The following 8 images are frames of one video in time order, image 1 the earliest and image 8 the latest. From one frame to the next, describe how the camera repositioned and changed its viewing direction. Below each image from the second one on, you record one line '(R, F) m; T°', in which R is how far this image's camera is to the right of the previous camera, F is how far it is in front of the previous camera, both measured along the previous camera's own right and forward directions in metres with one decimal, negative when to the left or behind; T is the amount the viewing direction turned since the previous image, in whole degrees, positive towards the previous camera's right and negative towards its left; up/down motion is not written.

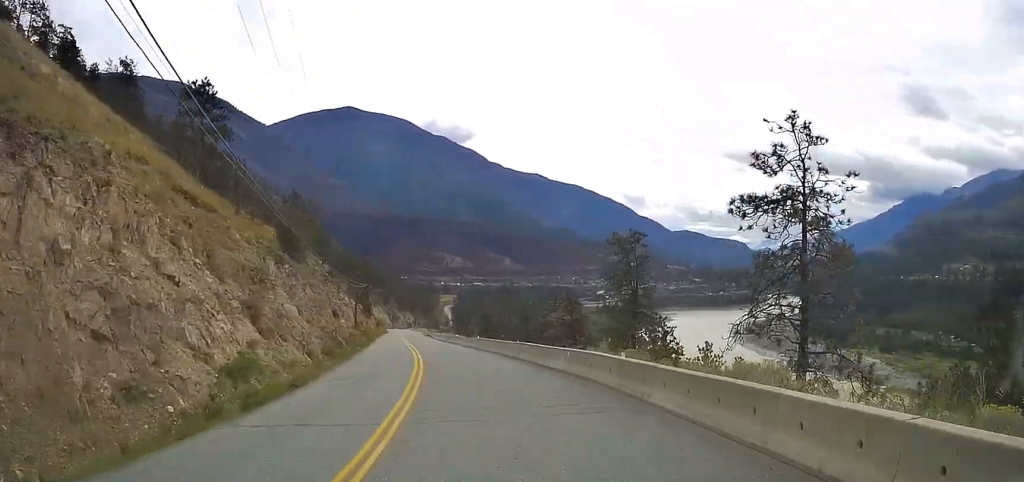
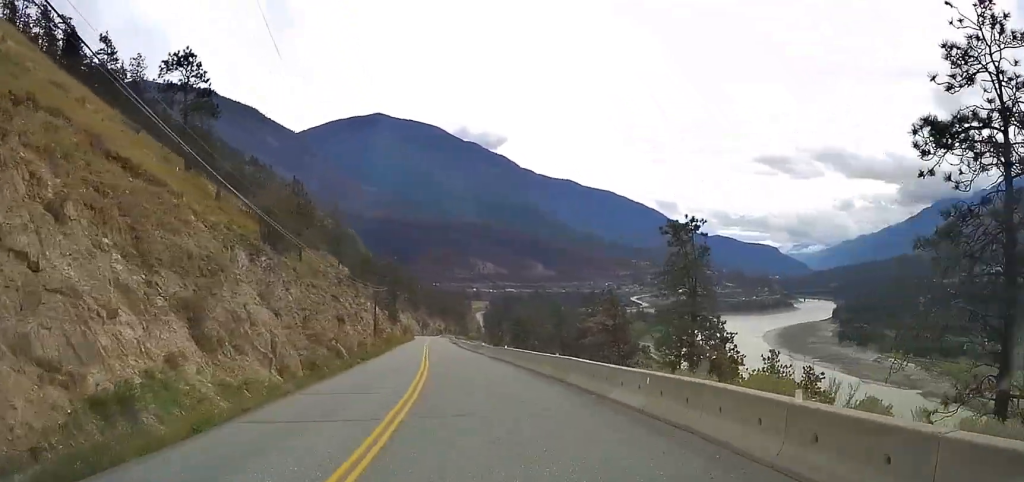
(-0.4, +7.3) m; -3°
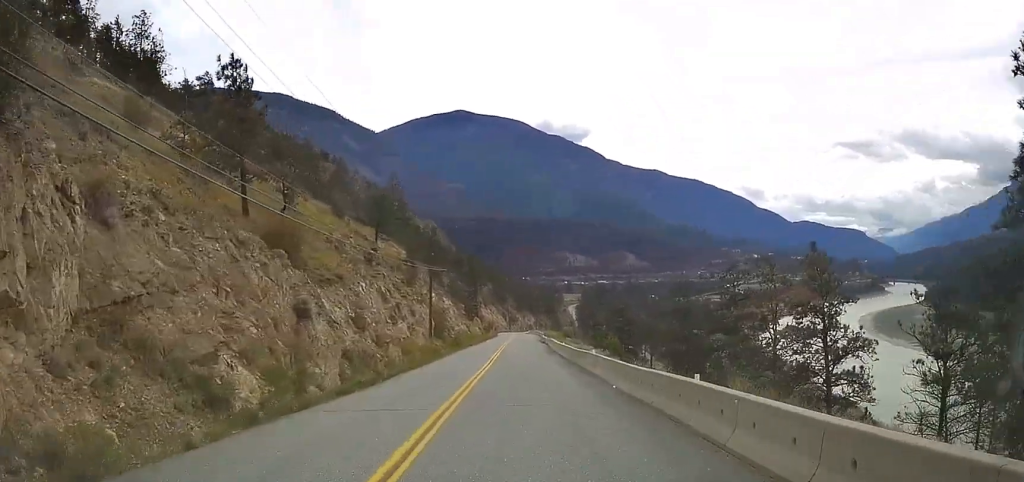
(-1.7, +23.9) m; -7°
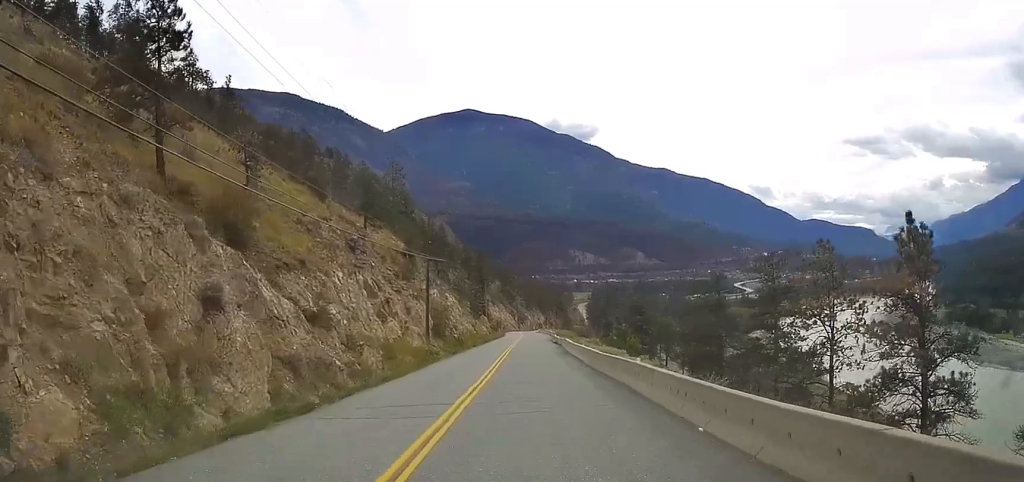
(-0.1, +7.8) m; -1°
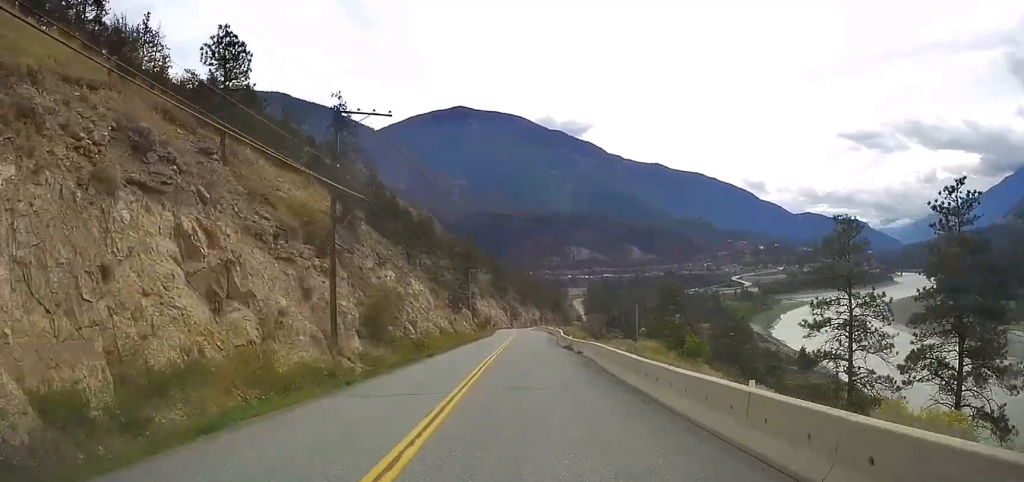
(-0.3, +26.4) m; +1°
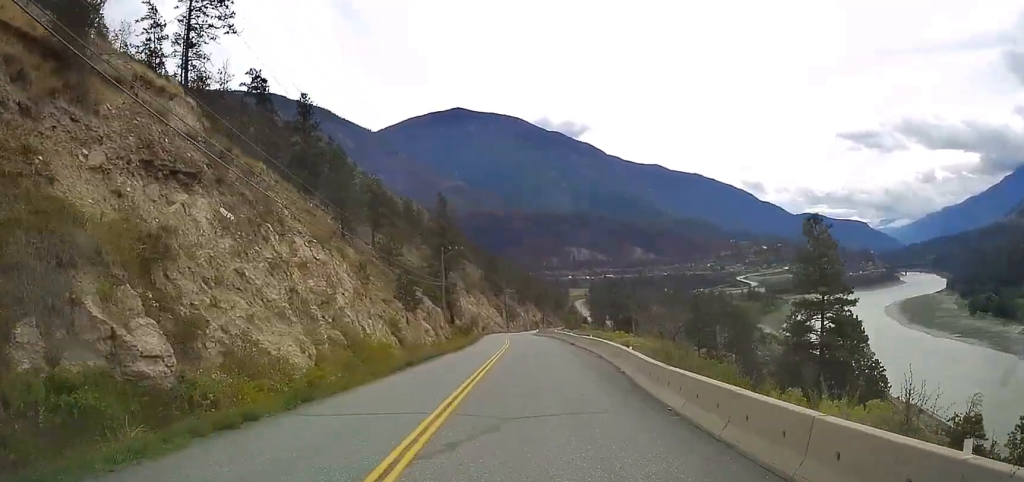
(+0.8, +42.0) m; +1°
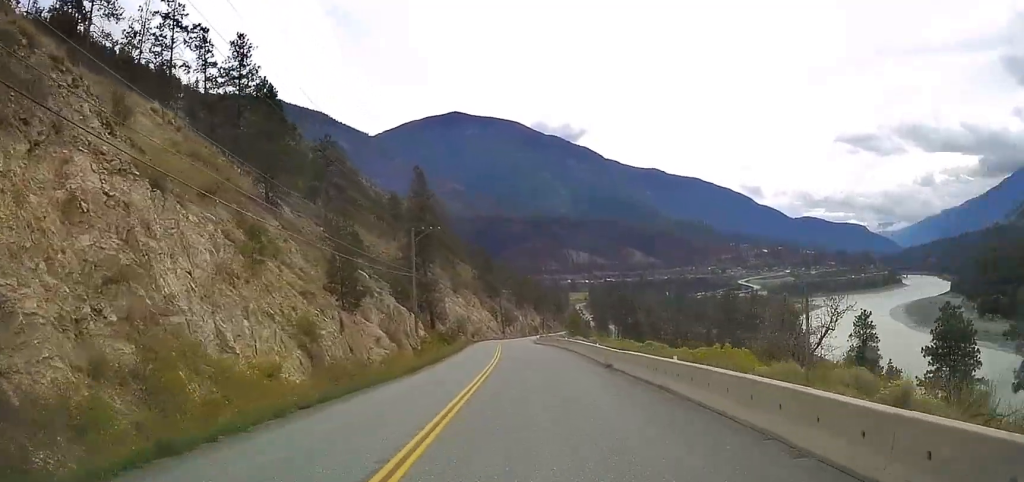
(+0.1, +22.5) m; 0°
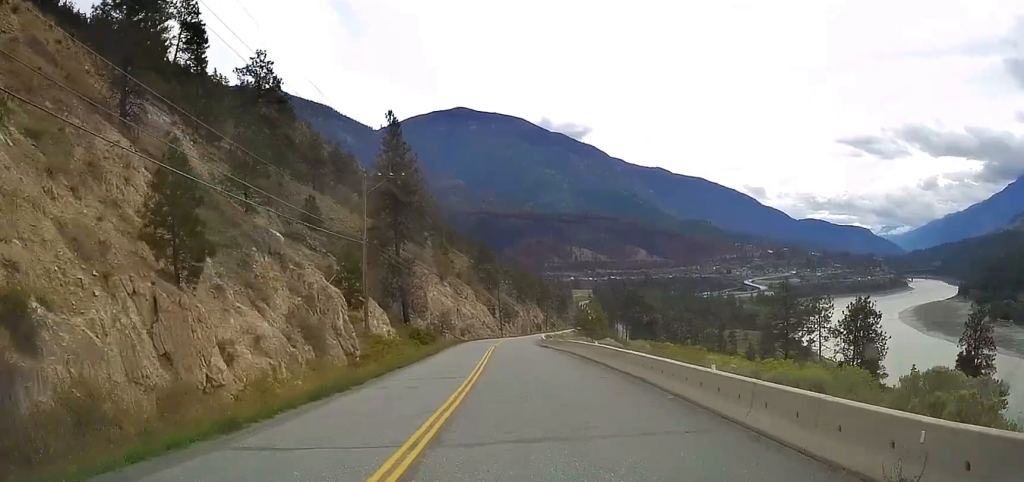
(+0.1, +20.8) m; -1°
